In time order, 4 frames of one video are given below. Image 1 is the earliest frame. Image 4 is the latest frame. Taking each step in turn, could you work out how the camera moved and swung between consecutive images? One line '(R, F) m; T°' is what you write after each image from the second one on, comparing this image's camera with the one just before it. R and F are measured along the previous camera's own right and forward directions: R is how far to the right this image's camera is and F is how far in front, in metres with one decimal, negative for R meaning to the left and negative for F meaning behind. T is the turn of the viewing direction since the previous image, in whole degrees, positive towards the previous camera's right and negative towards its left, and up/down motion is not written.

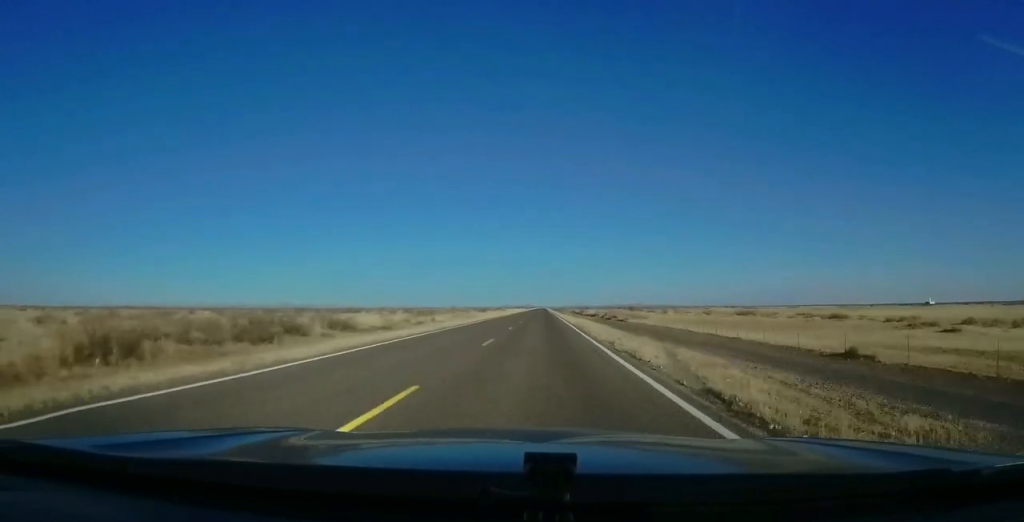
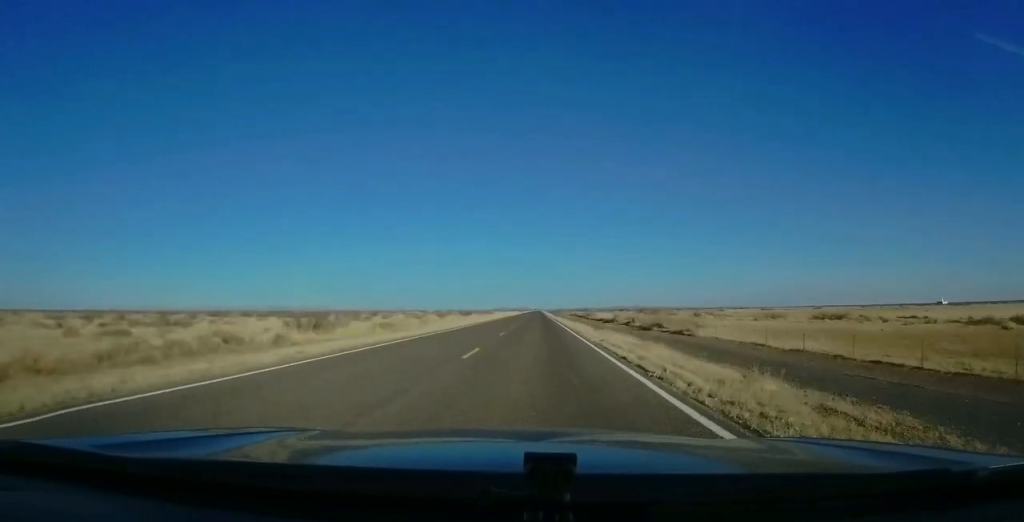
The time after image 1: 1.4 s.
(+0.4, +40.8) m; 0°
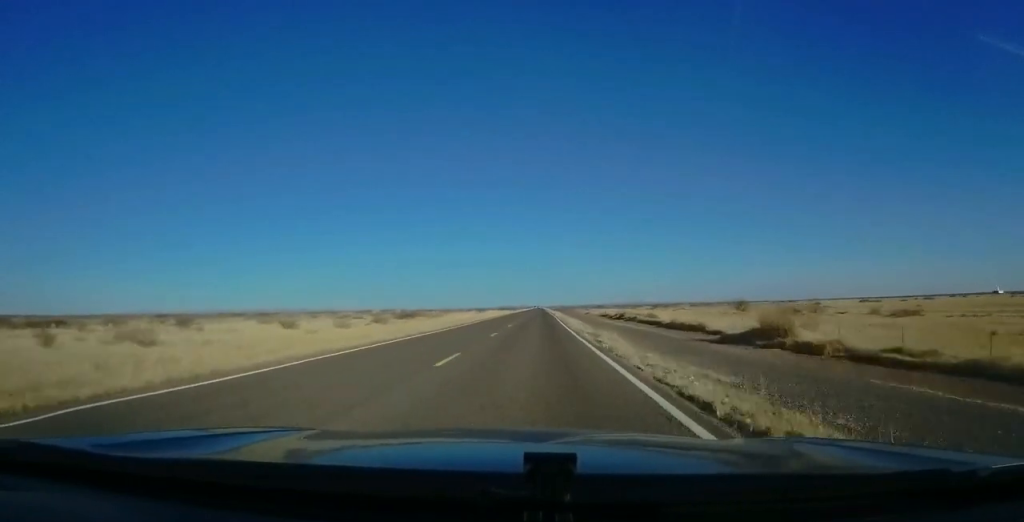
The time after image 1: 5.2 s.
(0.0, +112.9) m; 0°
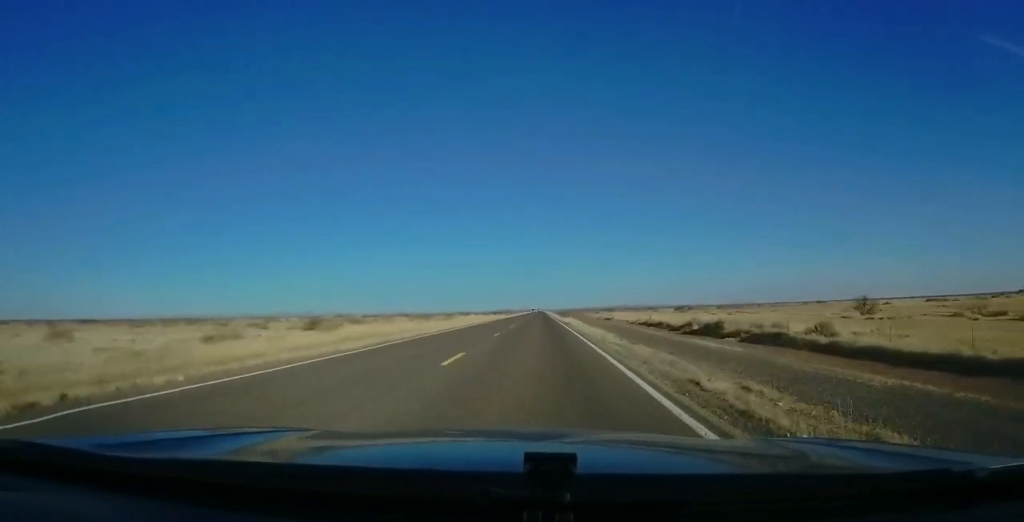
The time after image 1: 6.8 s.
(-0.7, +48.8) m; -1°
